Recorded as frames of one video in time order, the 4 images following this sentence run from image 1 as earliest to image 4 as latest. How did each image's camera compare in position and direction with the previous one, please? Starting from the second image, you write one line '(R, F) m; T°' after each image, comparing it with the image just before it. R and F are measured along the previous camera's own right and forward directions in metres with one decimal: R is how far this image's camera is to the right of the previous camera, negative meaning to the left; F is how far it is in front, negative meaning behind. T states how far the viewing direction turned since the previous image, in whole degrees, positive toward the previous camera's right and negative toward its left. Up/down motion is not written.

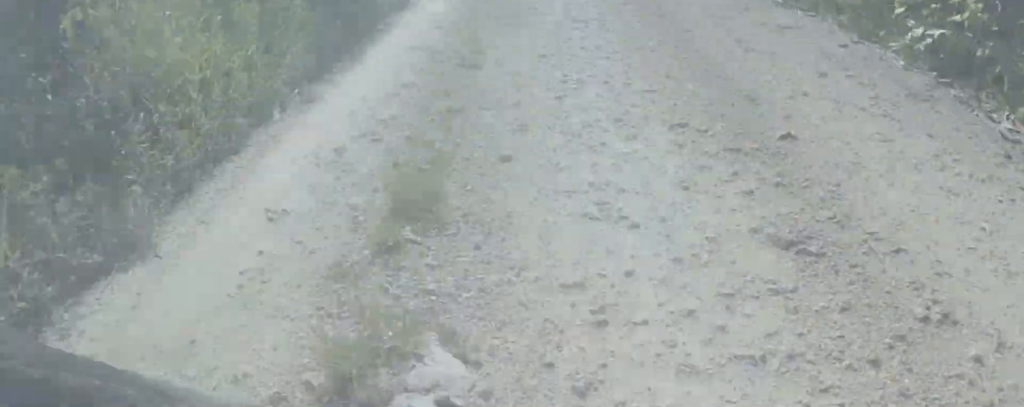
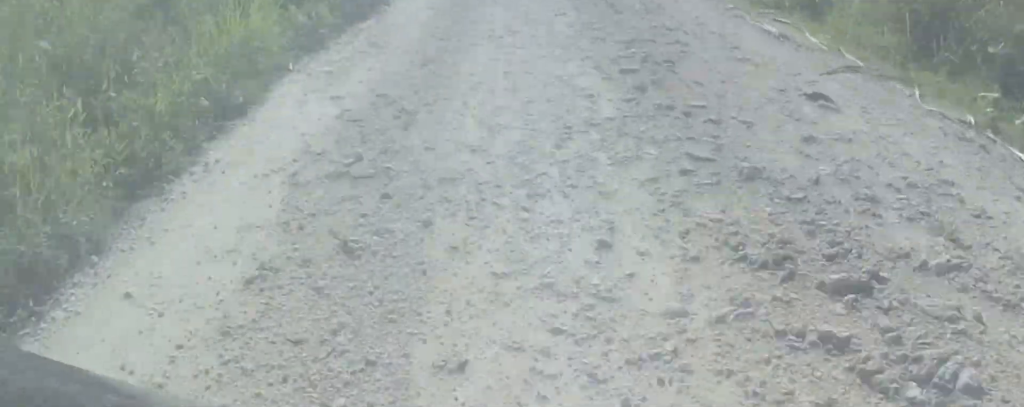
(+2.5, +30.4) m; 0°
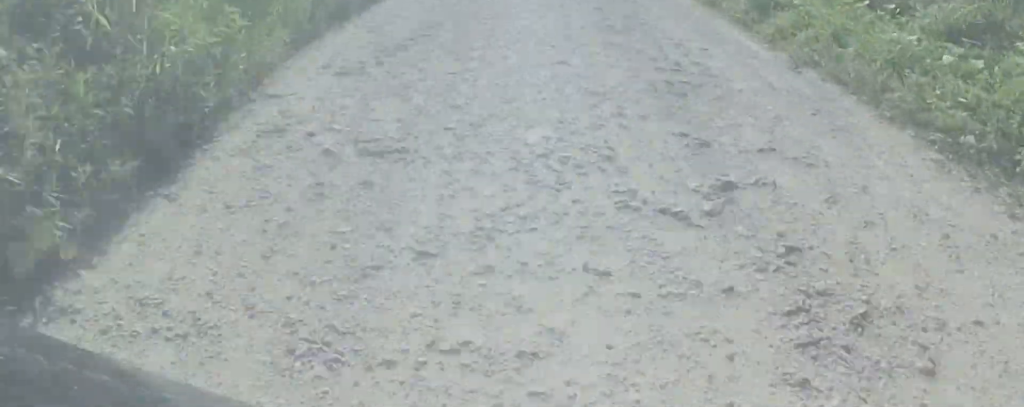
(-2.1, +14.3) m; +3°
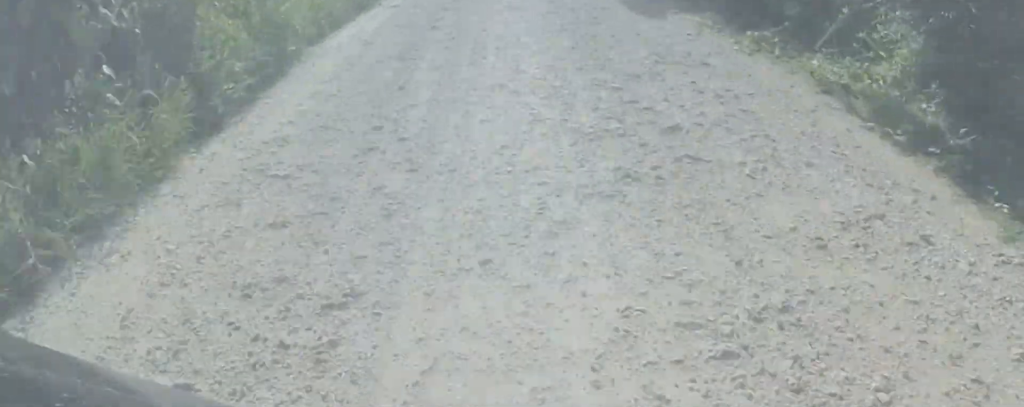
(+1.4, +10.3) m; +4°
